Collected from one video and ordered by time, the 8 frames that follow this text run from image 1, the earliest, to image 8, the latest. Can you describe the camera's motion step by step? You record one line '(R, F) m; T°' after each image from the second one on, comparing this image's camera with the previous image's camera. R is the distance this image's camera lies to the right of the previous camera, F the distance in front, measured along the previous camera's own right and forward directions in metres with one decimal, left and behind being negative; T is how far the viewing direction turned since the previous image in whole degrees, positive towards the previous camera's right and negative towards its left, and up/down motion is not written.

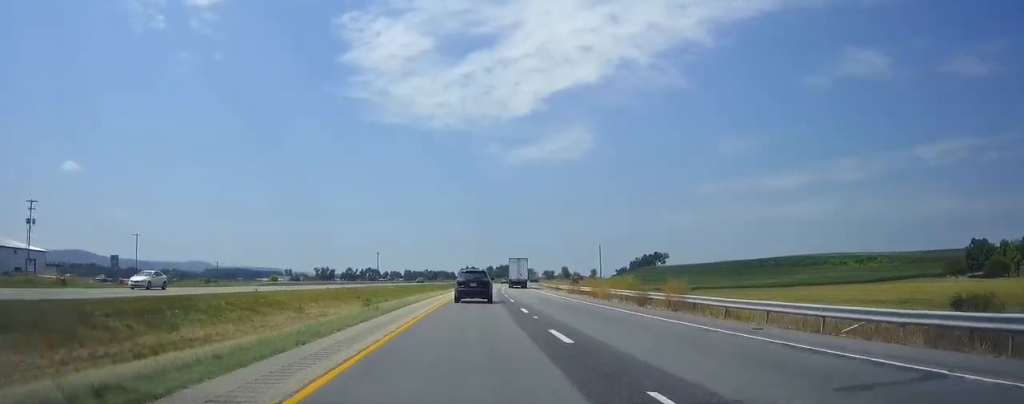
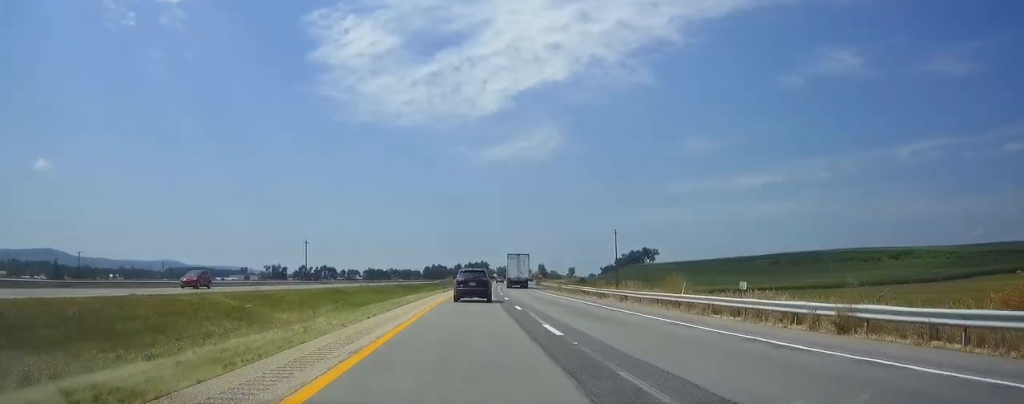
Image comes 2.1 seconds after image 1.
(+1.2, +70.9) m; +2°
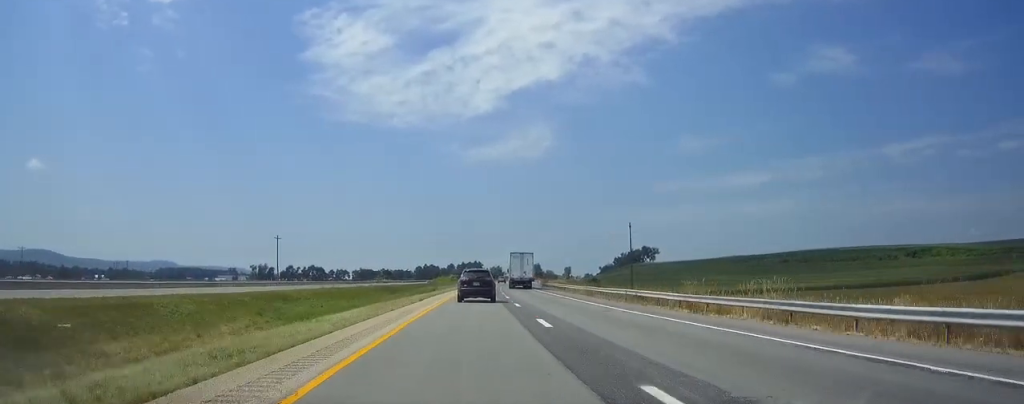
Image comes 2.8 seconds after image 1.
(+0.2, +22.2) m; +1°
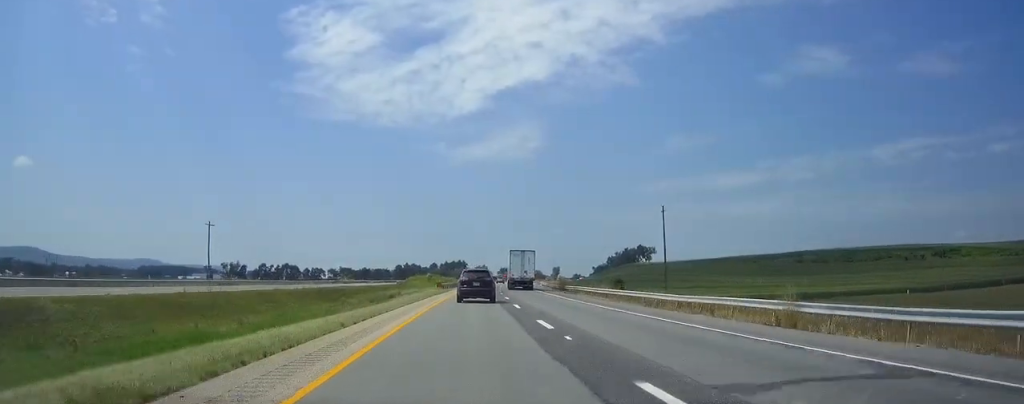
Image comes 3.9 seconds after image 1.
(+0.3, +36.7) m; +1°
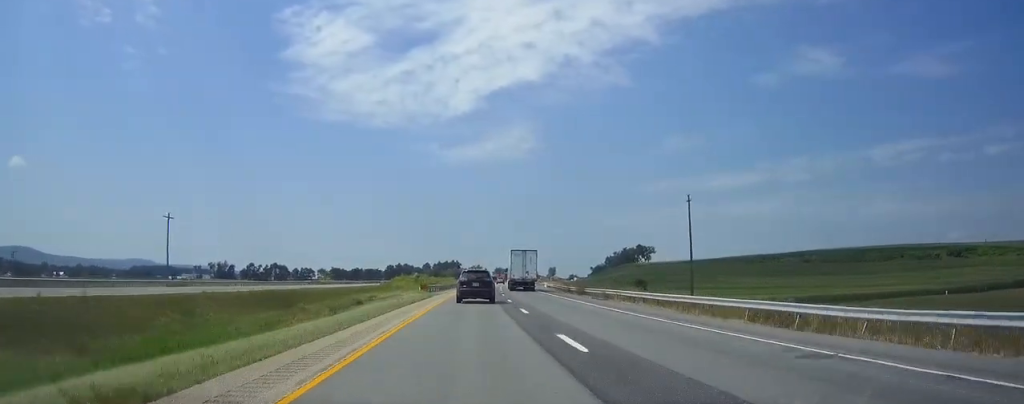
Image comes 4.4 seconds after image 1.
(0.0, +16.7) m; +1°
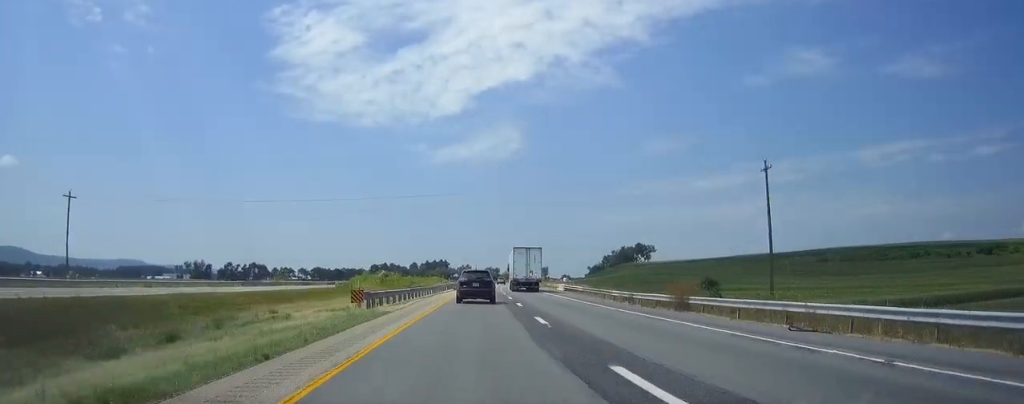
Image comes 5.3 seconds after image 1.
(+0.4, +30.1) m; +1°
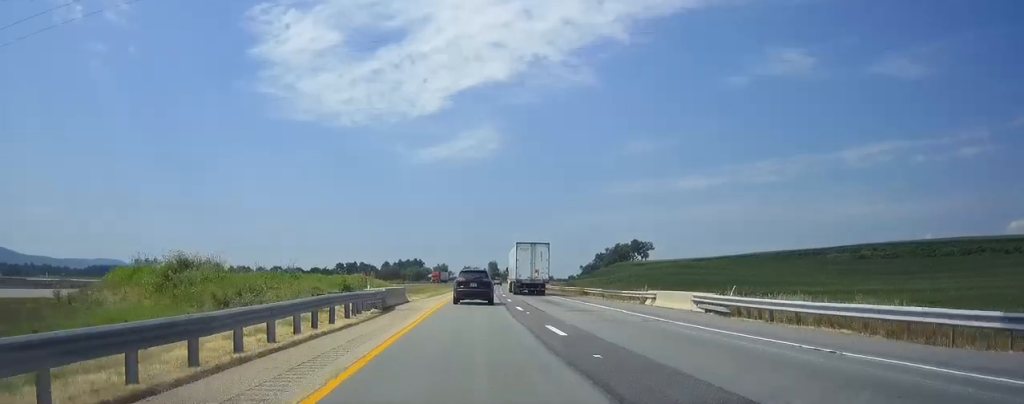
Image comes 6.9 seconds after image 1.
(+0.4, +52.3) m; +1°
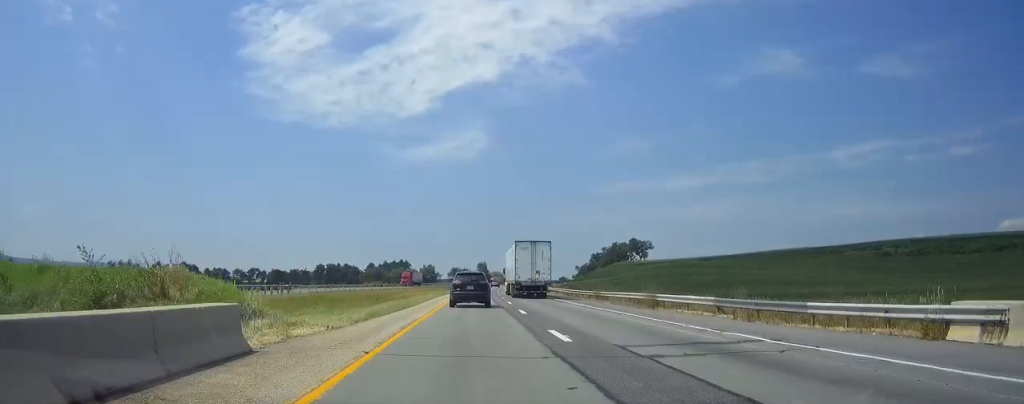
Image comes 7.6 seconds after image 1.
(+0.1, +25.5) m; +1°
